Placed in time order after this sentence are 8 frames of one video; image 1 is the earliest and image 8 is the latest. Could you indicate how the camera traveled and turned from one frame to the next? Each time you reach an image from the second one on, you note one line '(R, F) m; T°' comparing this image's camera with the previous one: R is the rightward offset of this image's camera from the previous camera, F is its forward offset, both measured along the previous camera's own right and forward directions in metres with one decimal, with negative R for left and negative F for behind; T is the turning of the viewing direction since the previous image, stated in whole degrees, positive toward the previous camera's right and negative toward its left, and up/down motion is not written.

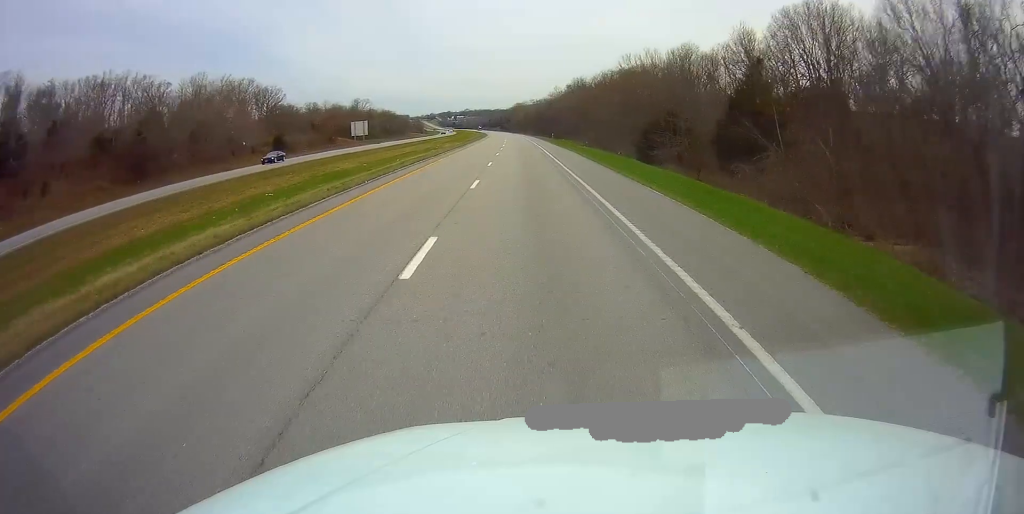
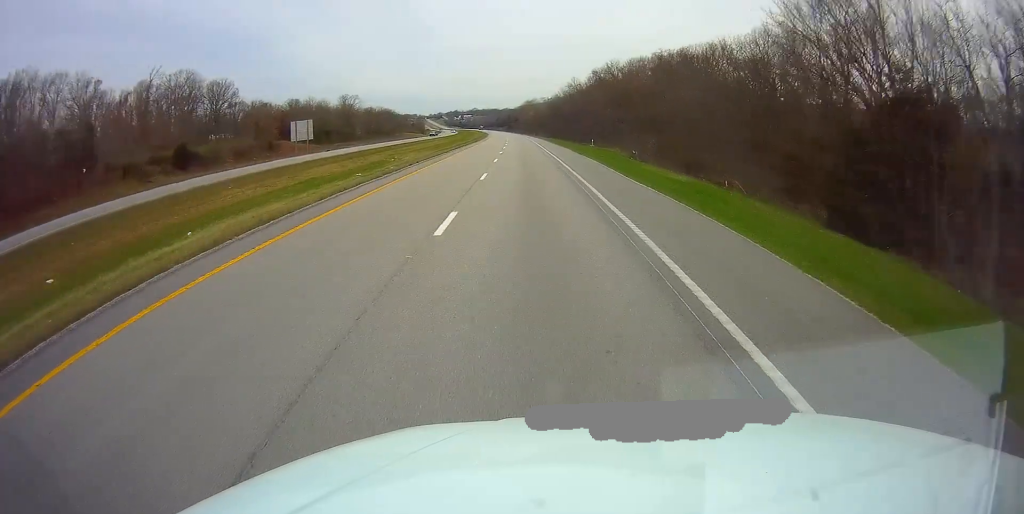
(-0.2, +45.6) m; -1°
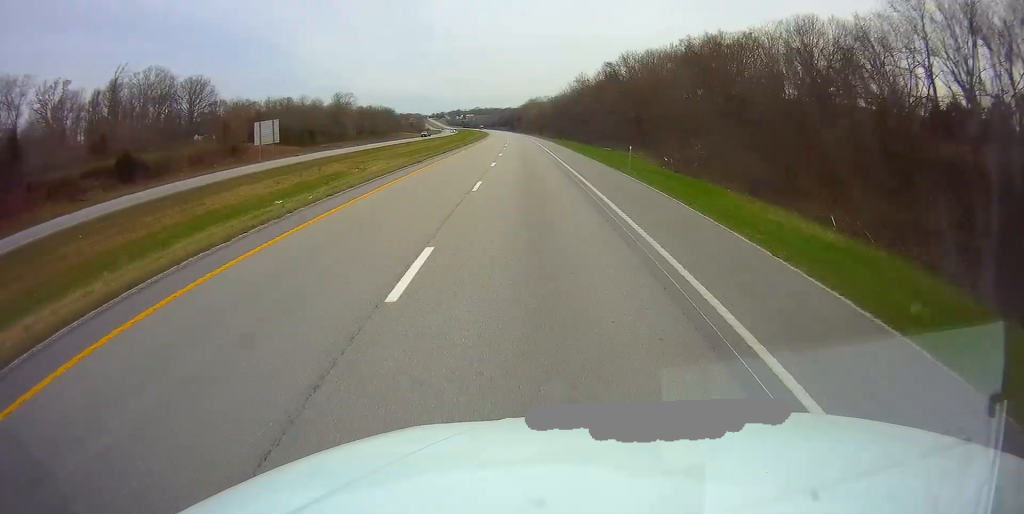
(-0.1, +16.5) m; 0°
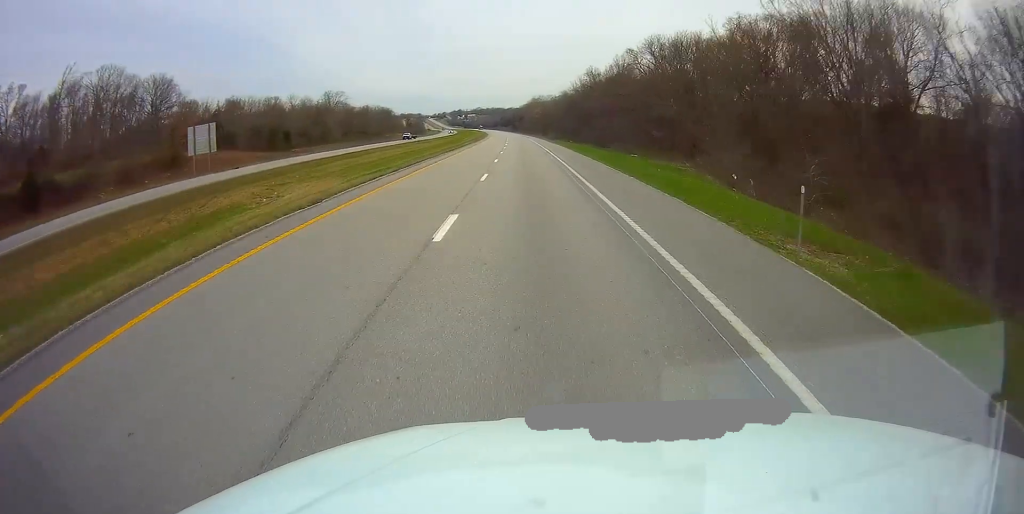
(-0.2, +20.7) m; 0°
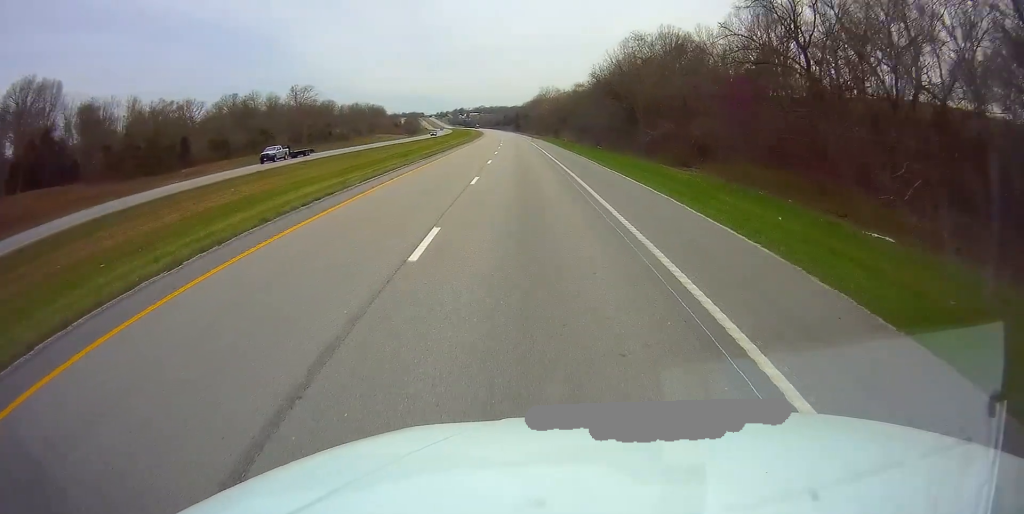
(-0.1, +50.9) m; -1°
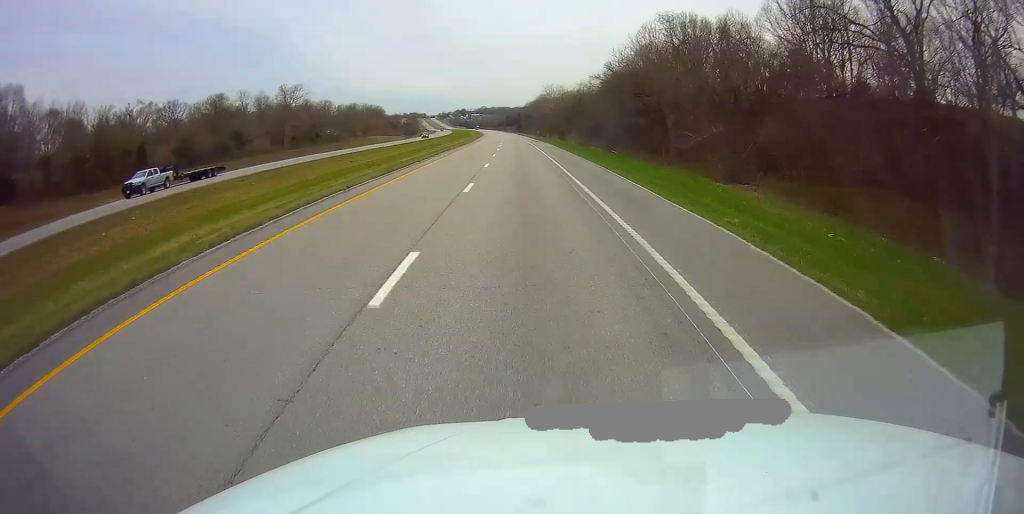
(0.0, +14.5) m; 0°
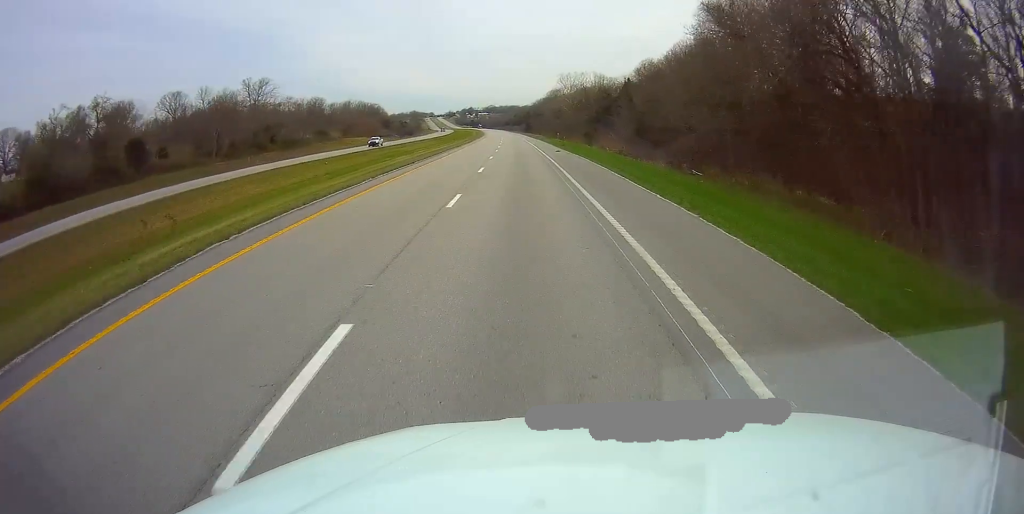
(-0.3, +40.5) m; -1°
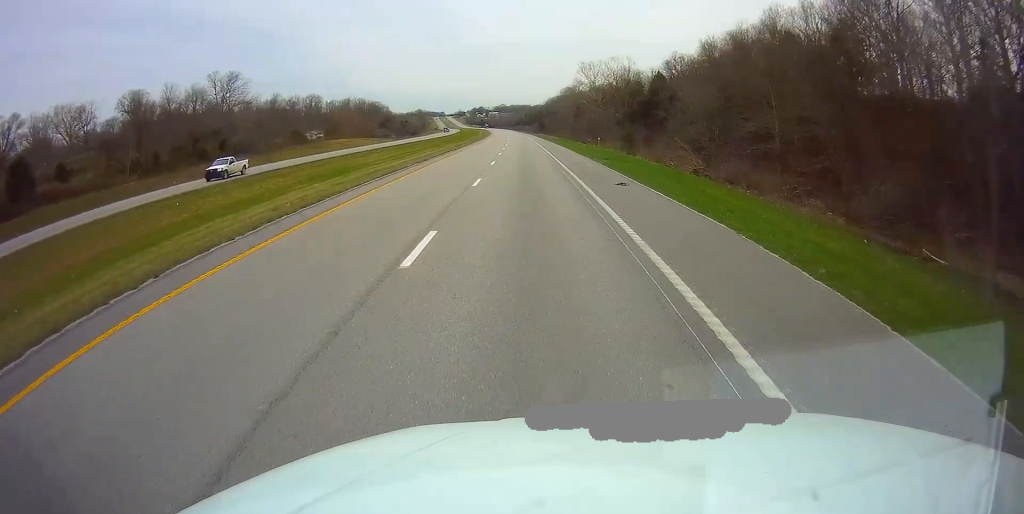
(-0.3, +31.0) m; -1°
